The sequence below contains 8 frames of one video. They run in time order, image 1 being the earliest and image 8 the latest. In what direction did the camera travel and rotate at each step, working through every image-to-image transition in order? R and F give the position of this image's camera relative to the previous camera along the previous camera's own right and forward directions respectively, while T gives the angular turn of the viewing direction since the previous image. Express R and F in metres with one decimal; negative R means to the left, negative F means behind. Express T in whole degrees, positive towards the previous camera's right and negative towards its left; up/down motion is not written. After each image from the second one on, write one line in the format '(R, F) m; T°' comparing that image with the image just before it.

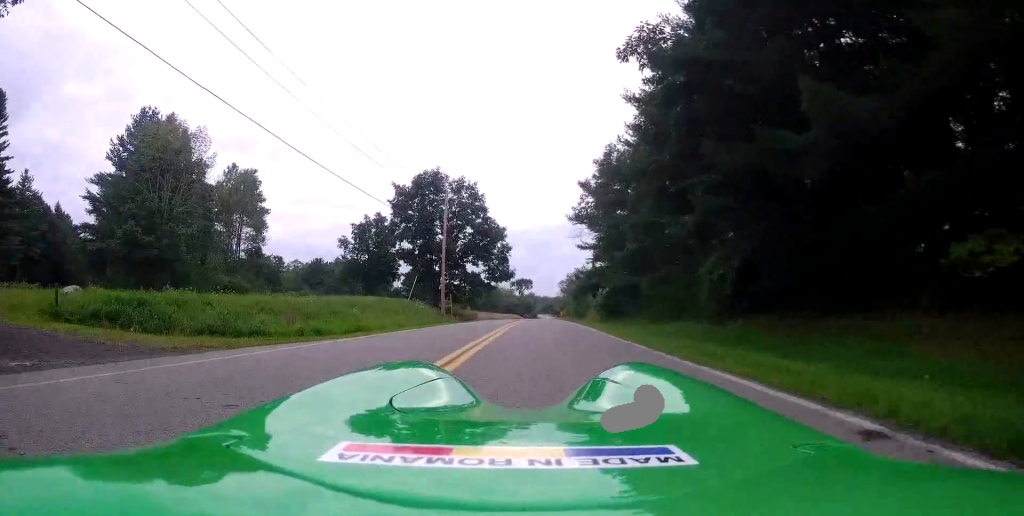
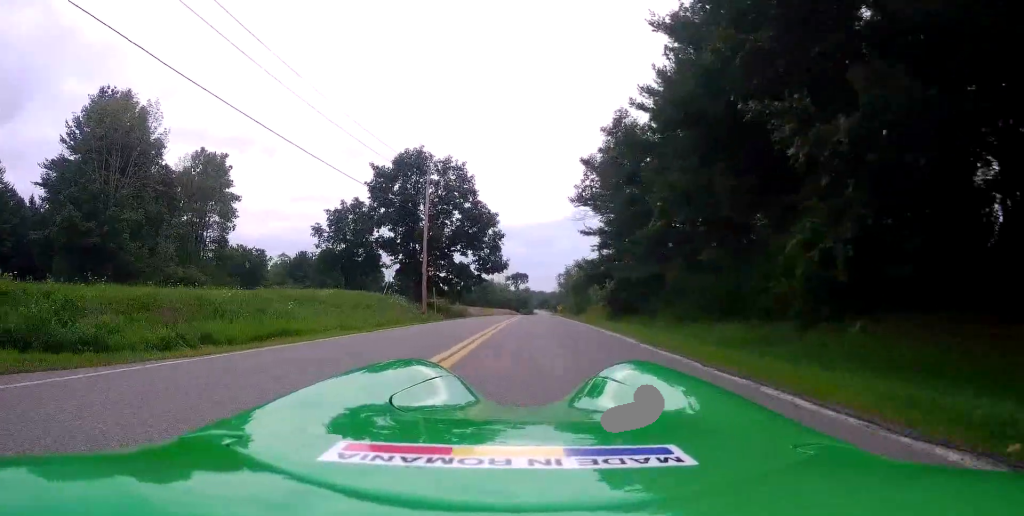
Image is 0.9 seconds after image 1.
(-0.6, +7.2) m; -2°
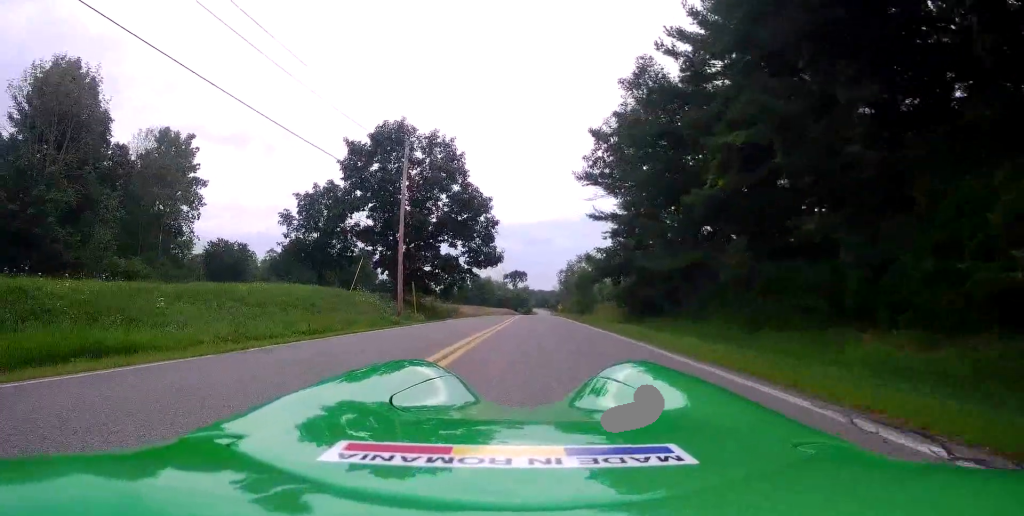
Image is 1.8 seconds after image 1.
(+0.1, +7.6) m; +3°
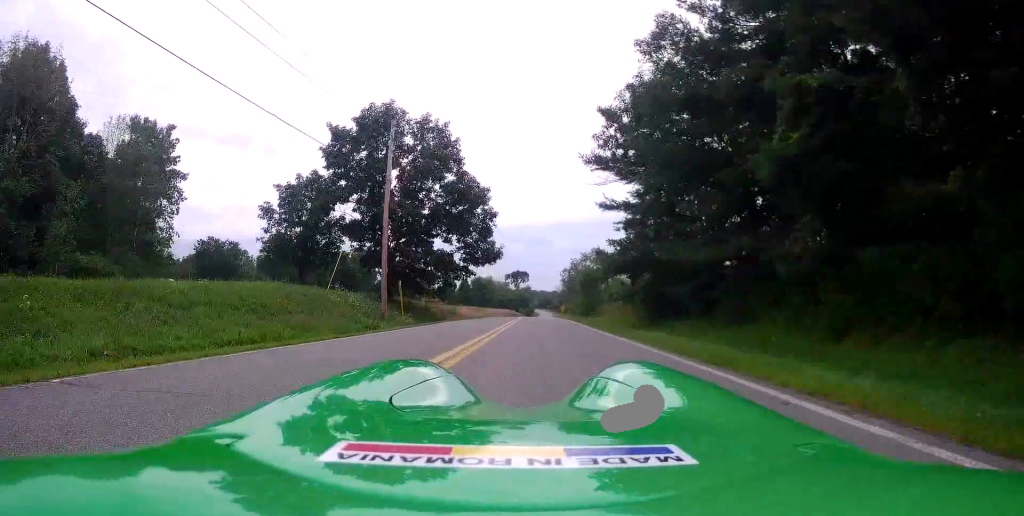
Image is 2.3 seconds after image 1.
(+0.1, +4.6) m; +1°
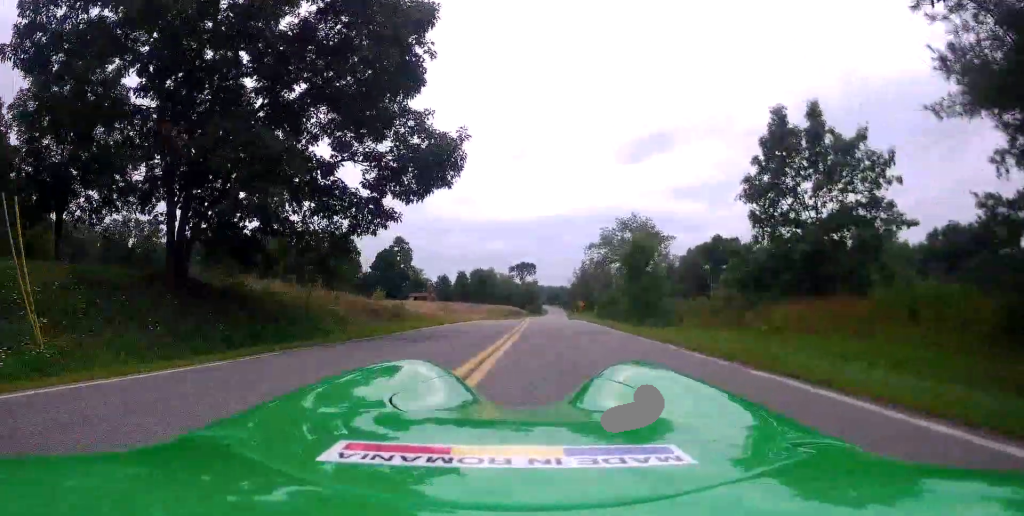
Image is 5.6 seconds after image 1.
(+0.1, +28.4) m; -1°
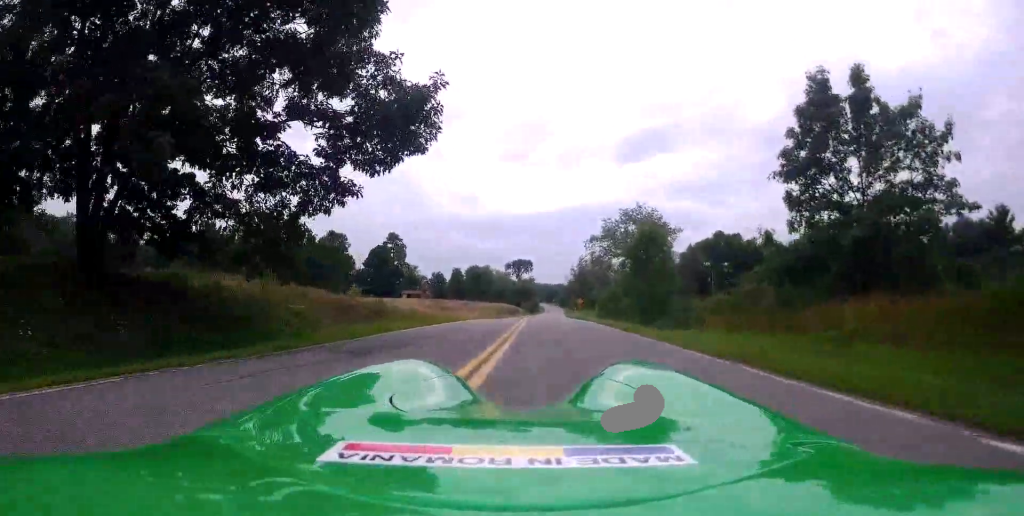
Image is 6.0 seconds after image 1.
(0.0, +3.8) m; -1°
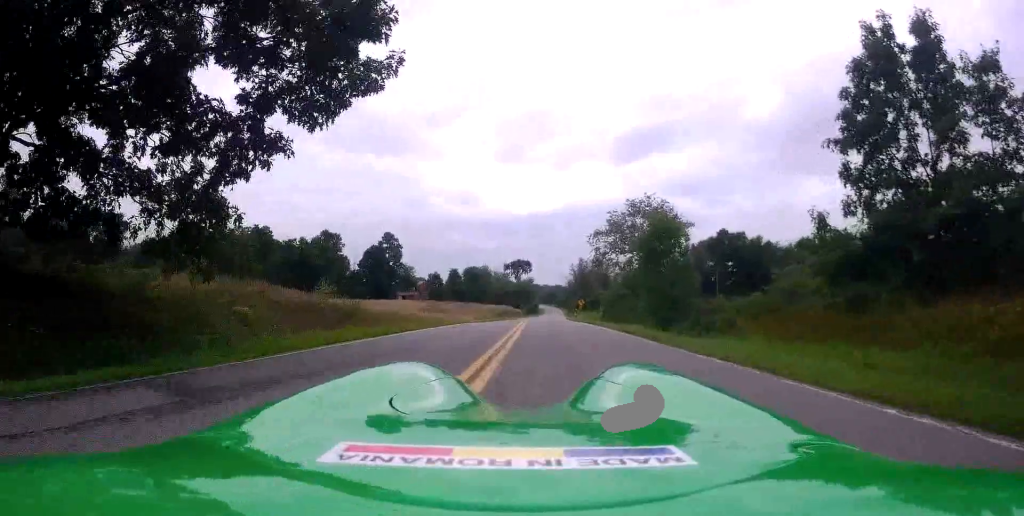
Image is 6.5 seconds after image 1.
(-0.1, +4.3) m; 0°
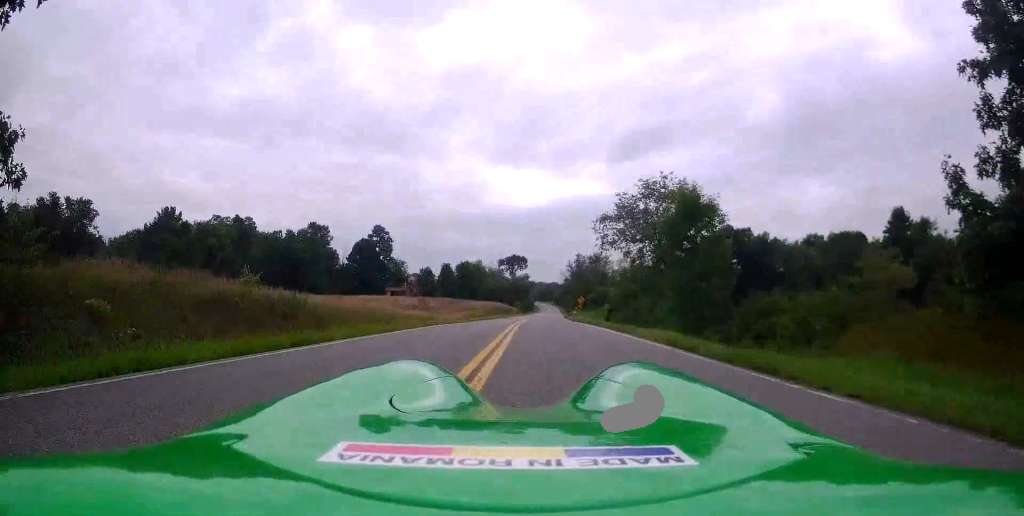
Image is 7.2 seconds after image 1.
(-0.1, +6.6) m; +1°
